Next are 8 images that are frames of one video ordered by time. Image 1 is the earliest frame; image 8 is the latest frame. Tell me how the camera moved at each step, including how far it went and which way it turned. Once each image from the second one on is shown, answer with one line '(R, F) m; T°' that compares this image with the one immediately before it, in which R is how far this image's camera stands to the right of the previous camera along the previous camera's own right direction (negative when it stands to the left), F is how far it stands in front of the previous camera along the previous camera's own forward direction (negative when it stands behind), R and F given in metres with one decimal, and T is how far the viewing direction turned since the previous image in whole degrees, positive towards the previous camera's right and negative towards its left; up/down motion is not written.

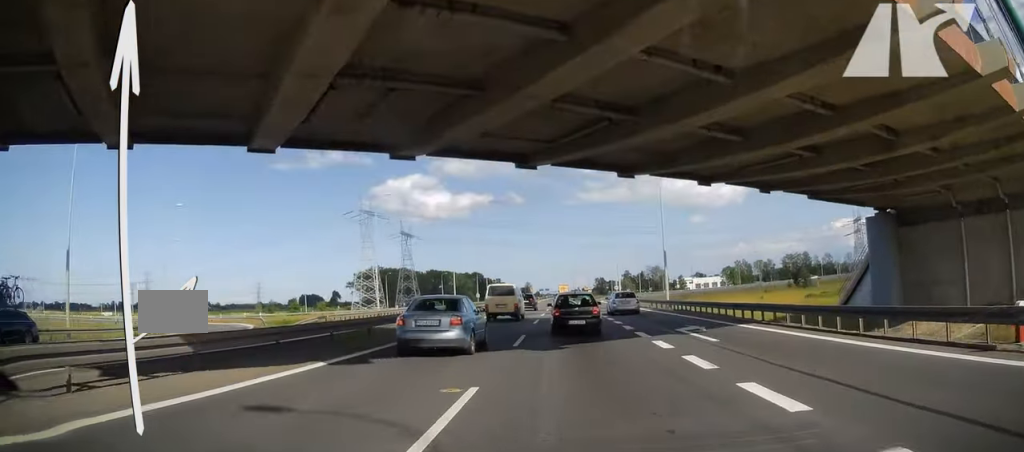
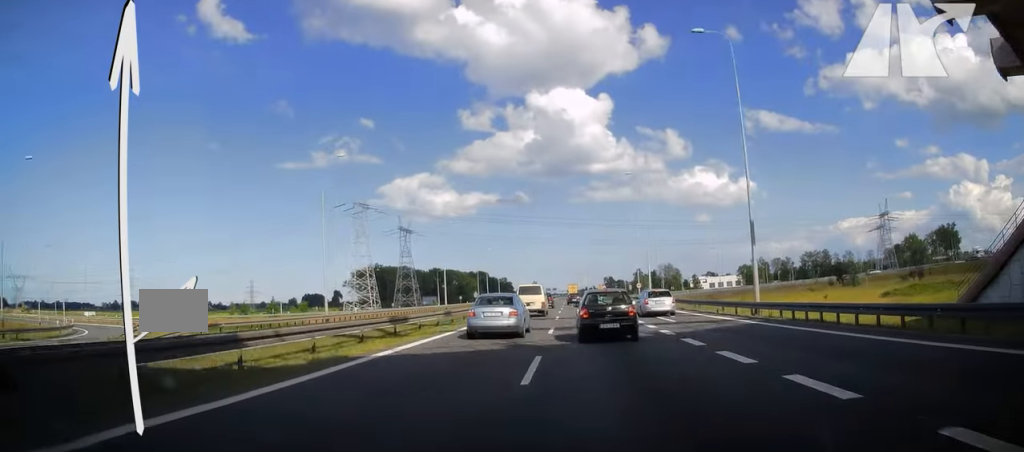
(-0.1, +19.1) m; 0°
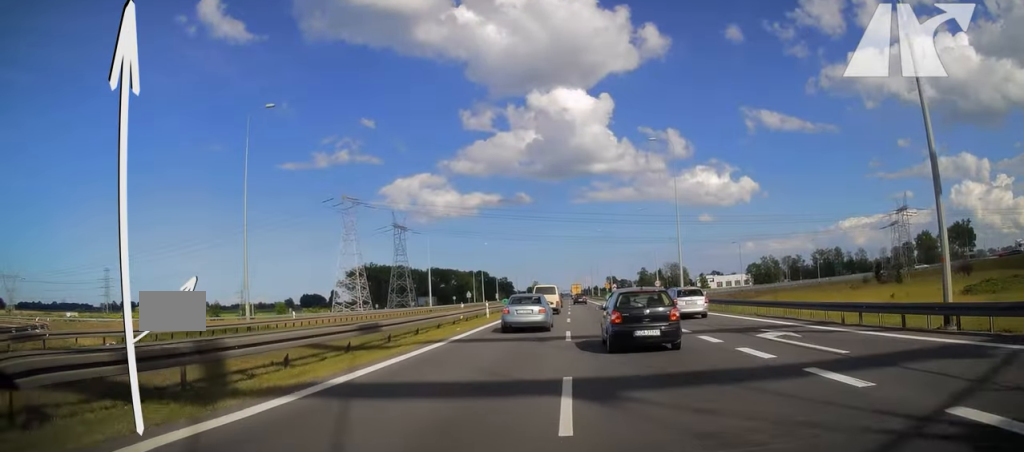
(-0.1, +14.7) m; 0°
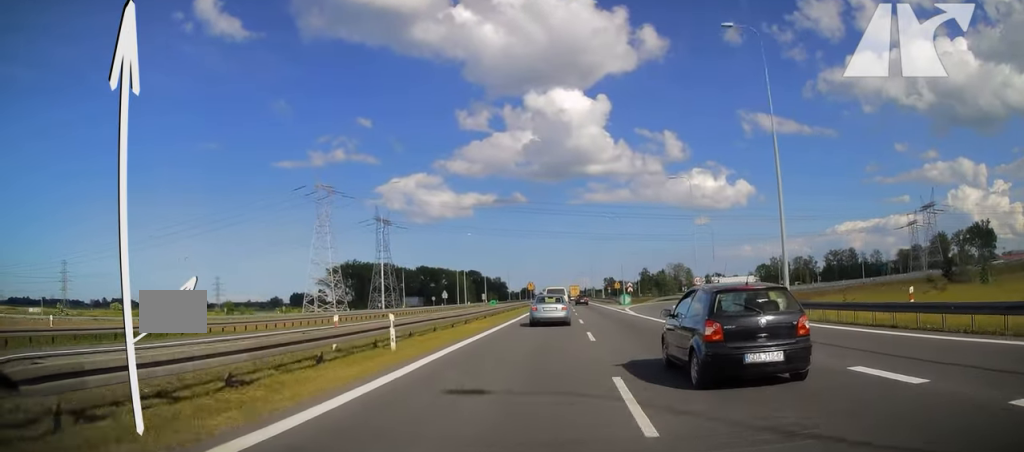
(+0.2, +23.7) m; -1°
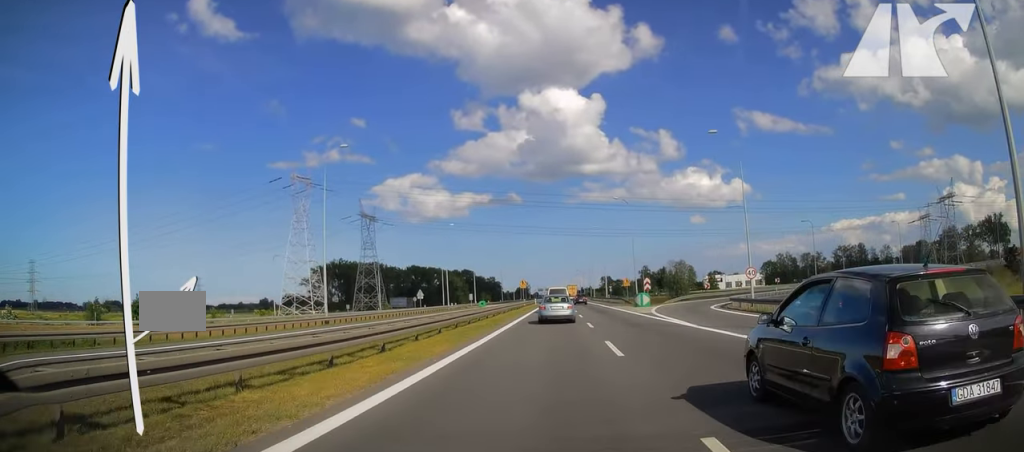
(-0.3, +16.1) m; 0°
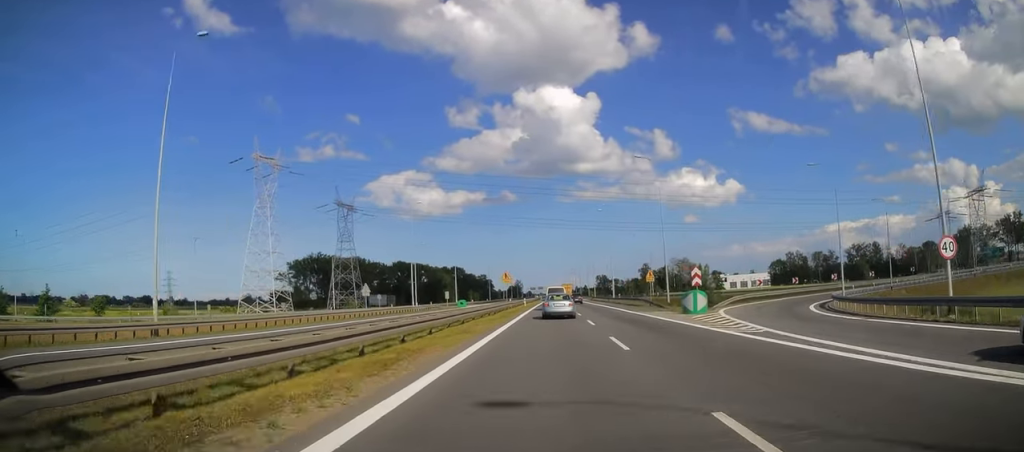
(0.0, +22.3) m; +1°
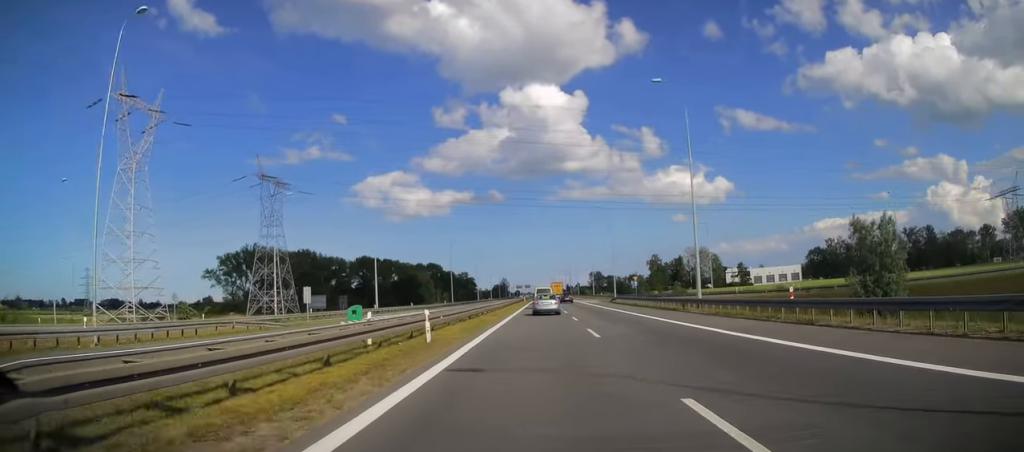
(+1.1, +57.8) m; +1°
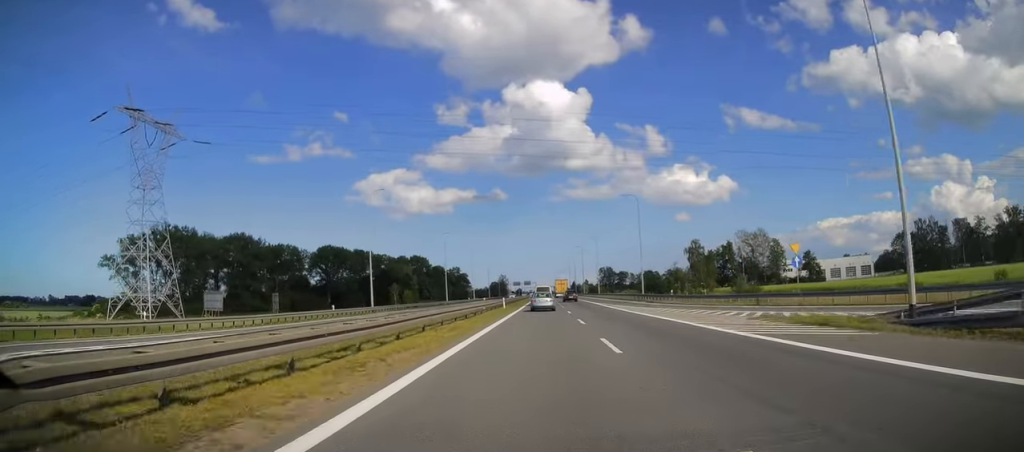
(+0.3, +66.1) m; 0°
